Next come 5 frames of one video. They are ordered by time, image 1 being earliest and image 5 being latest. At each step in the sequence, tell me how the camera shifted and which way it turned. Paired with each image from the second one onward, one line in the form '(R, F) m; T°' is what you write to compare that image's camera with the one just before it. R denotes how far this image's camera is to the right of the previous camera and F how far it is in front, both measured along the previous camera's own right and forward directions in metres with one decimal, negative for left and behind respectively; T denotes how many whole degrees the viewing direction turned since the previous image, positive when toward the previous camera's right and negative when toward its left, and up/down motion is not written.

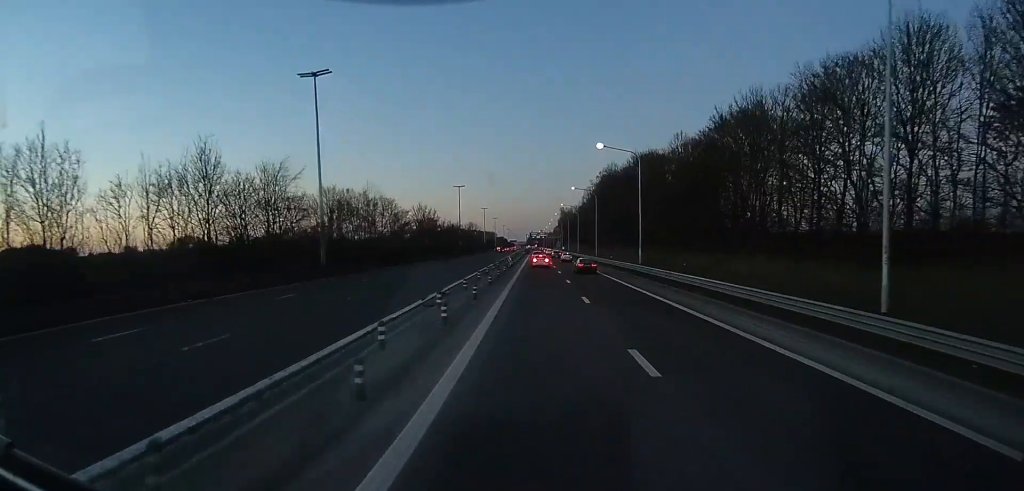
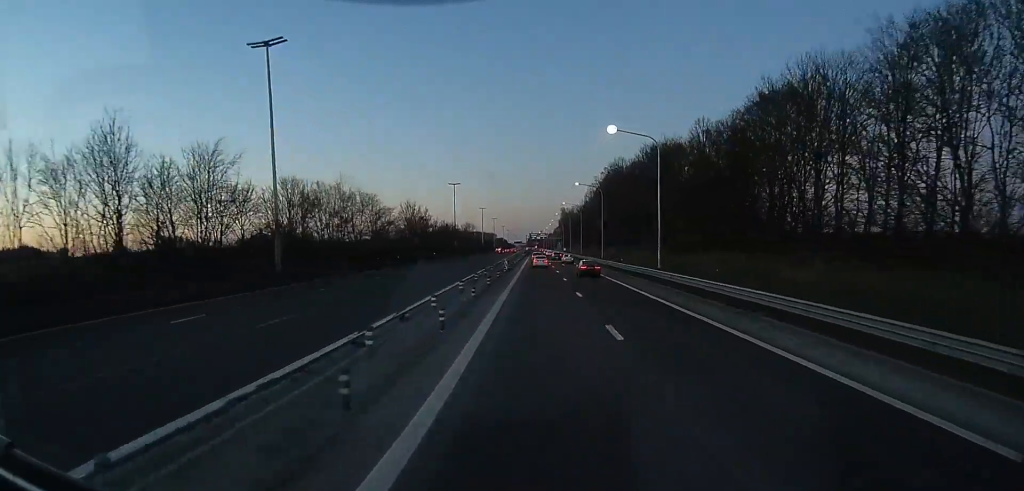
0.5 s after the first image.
(-0.2, +8.4) m; 0°
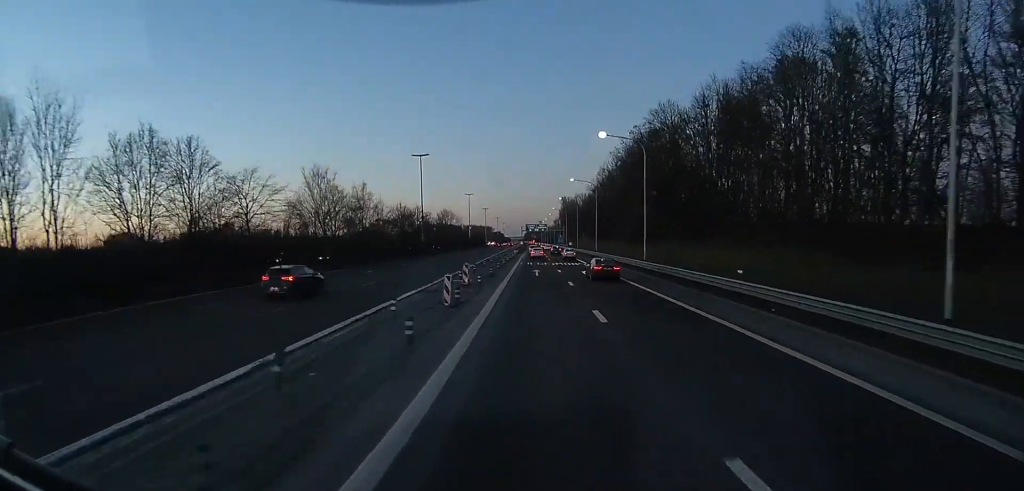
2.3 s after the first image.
(+0.6, +34.7) m; +2°
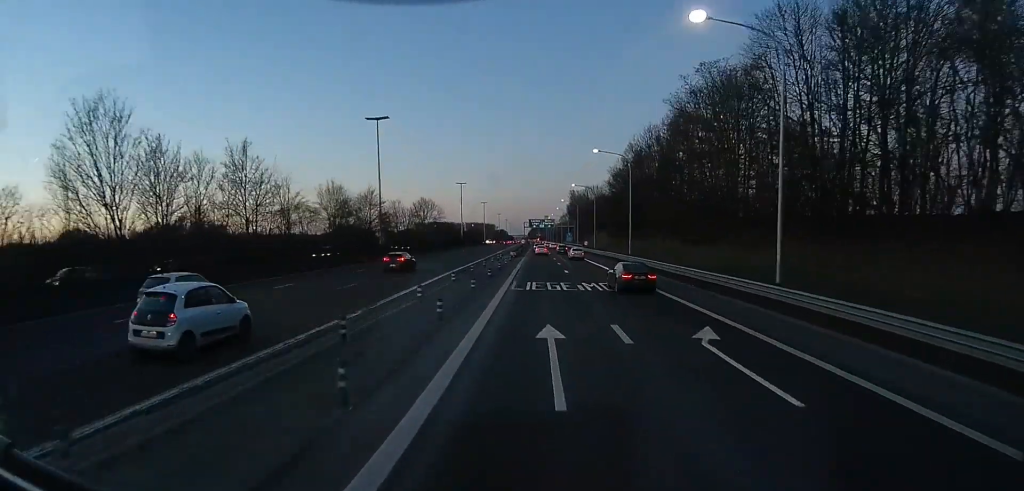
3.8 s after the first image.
(-1.0, +28.5) m; -2°
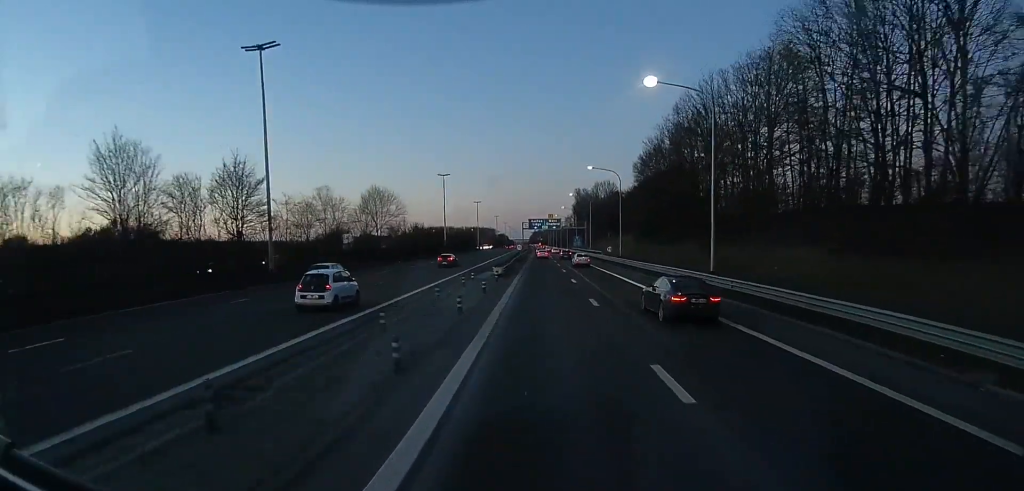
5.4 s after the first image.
(+0.4, +29.8) m; 0°
